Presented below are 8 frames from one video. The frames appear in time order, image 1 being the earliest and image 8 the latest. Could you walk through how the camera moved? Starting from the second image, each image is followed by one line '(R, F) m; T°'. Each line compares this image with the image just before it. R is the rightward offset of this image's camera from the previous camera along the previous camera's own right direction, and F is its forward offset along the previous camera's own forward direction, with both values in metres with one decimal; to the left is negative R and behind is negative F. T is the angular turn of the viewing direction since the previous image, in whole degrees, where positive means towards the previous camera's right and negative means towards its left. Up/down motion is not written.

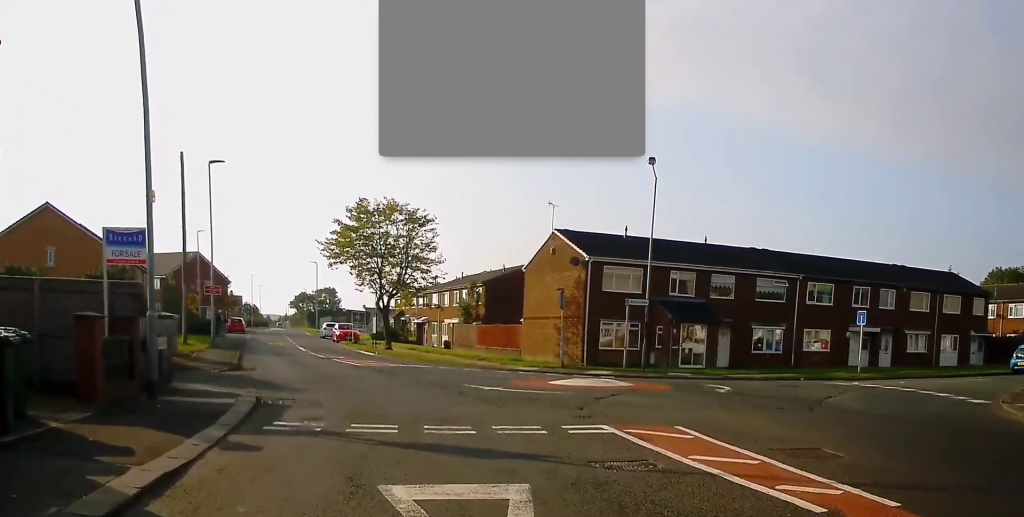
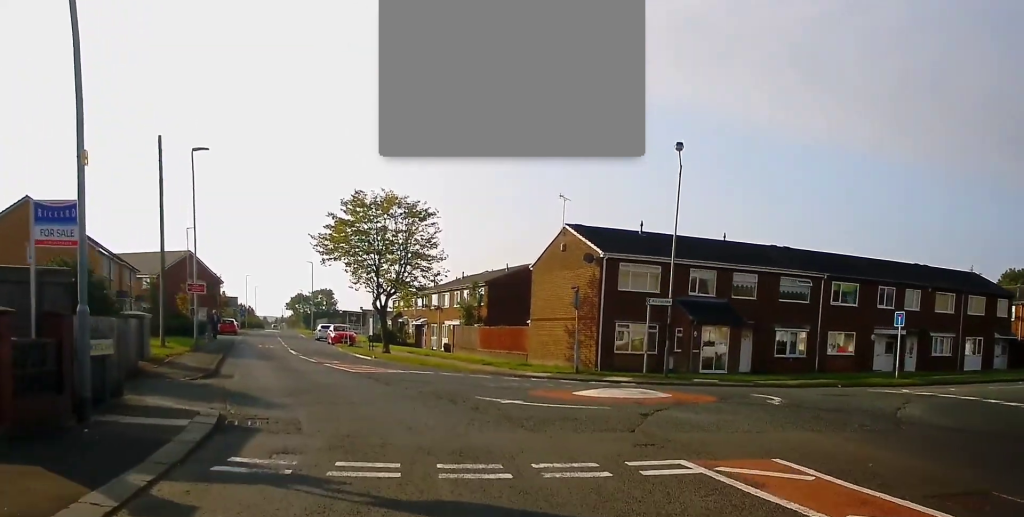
(0.0, +2.9) m; 0°
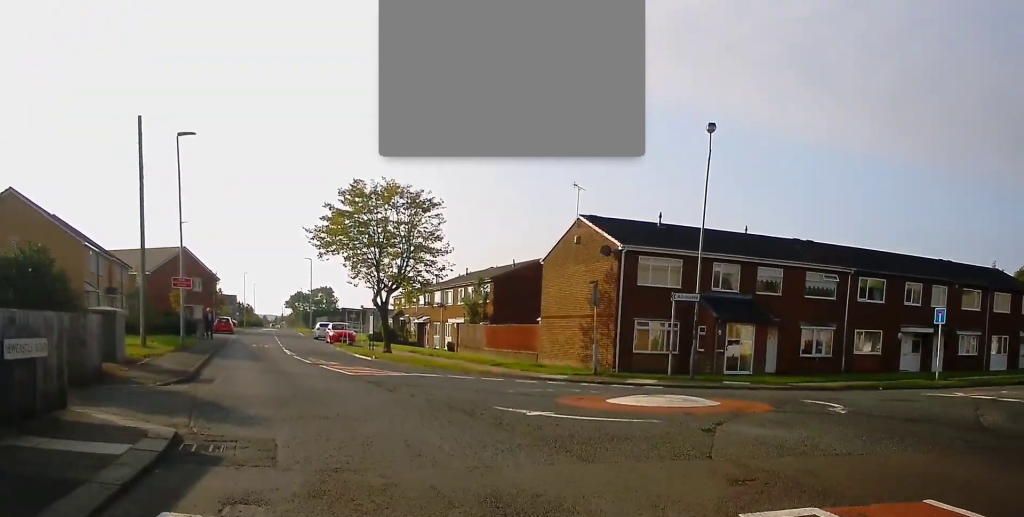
(0.0, +2.4) m; 0°
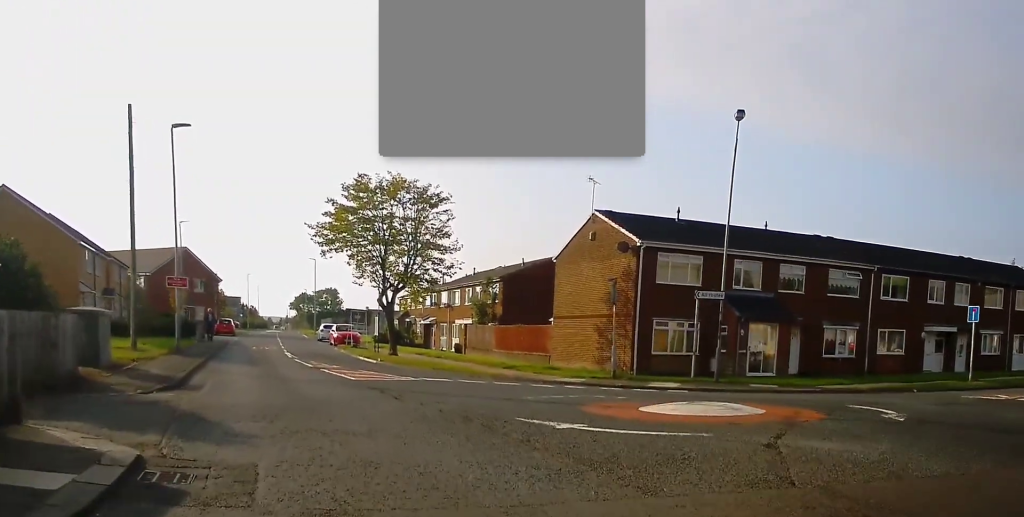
(0.0, +1.6) m; 0°
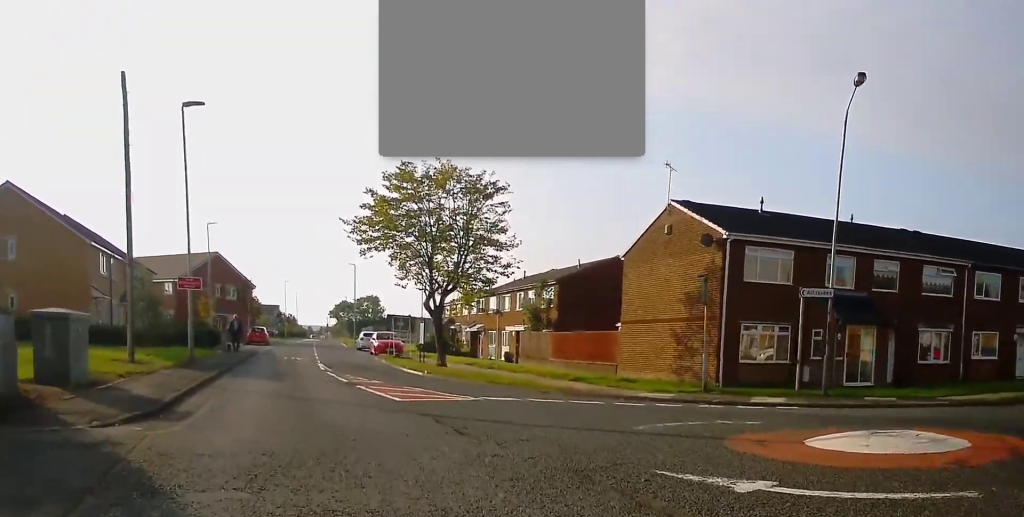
(0.0, +4.2) m; -4°
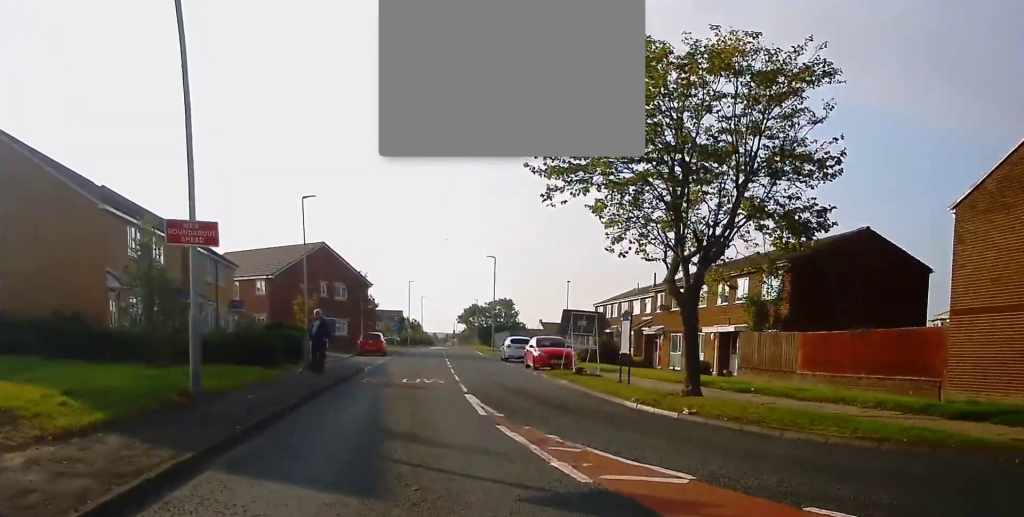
(-1.5, +13.2) m; -9°
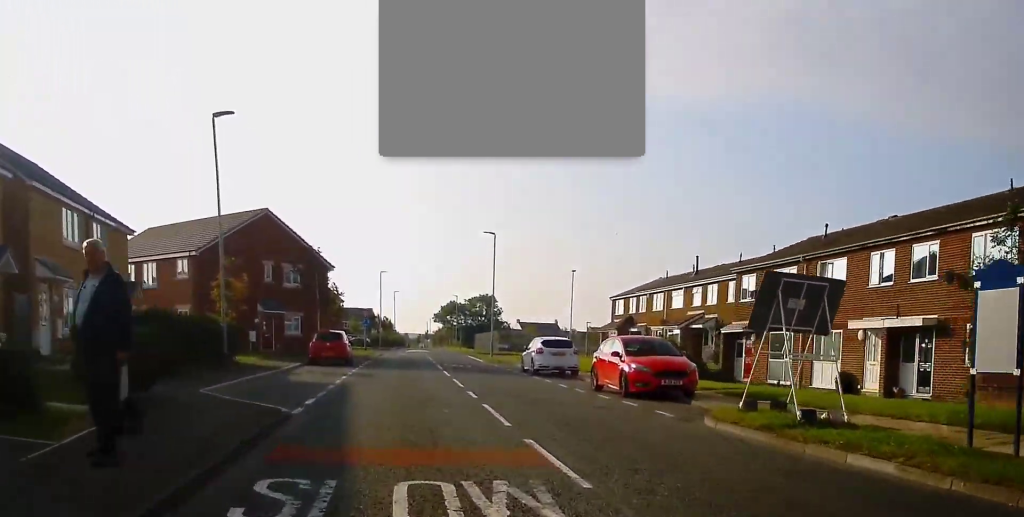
(+0.5, +16.3) m; +3°
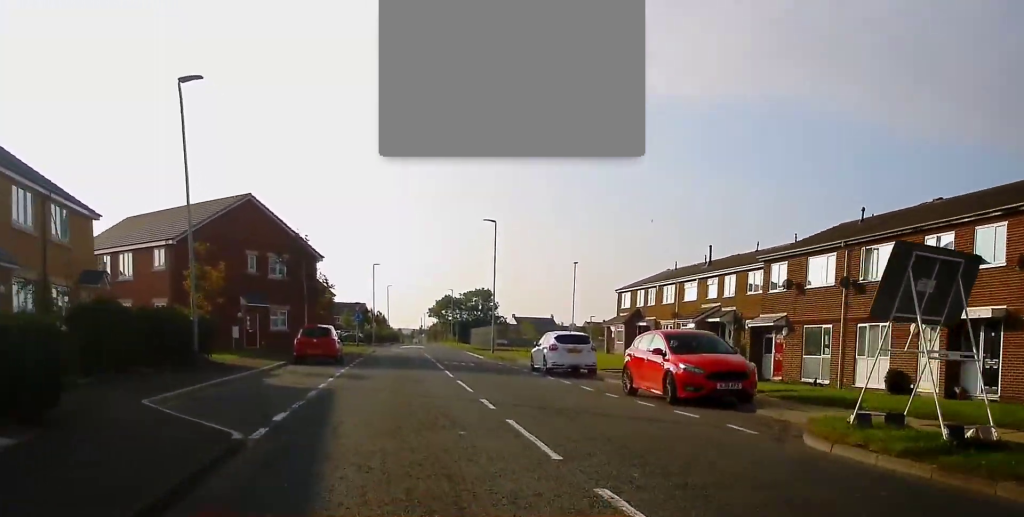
(0.0, +3.4) m; 0°
